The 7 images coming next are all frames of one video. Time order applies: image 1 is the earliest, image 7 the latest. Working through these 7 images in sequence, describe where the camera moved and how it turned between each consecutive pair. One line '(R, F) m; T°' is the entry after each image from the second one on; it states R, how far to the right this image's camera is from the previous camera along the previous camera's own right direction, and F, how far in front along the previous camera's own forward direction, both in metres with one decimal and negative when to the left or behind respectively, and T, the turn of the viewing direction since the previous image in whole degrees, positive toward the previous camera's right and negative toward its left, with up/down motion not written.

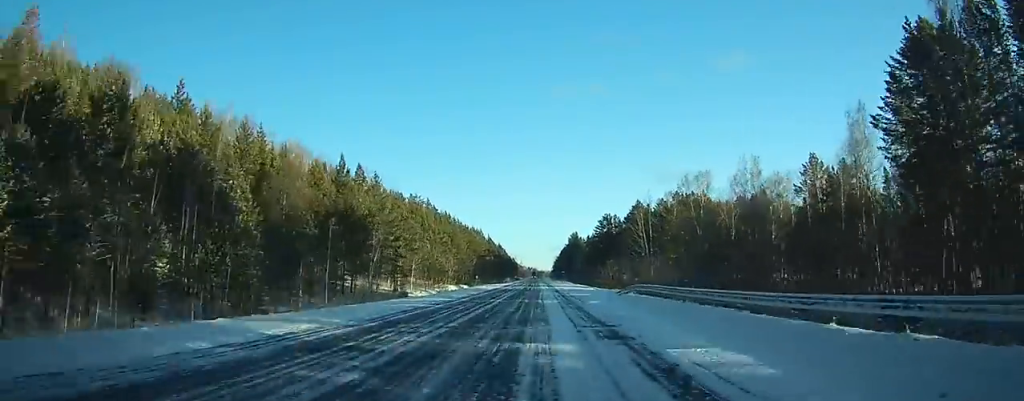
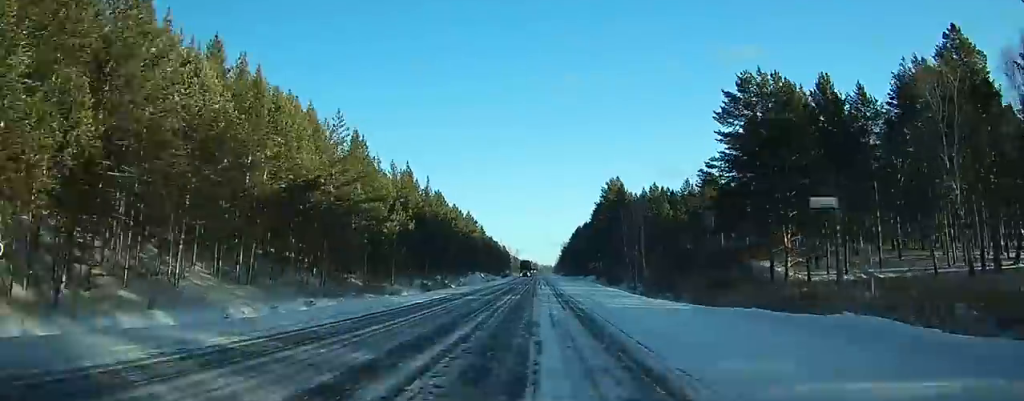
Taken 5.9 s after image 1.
(-1.1, +121.6) m; -1°
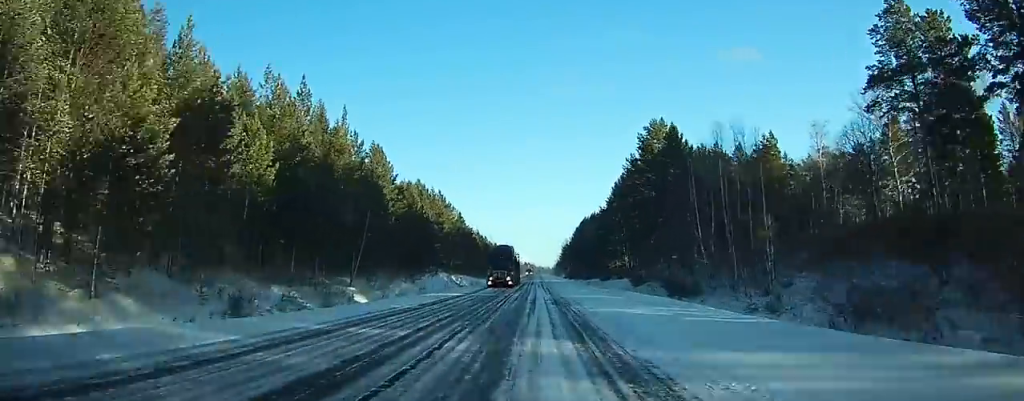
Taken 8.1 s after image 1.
(+0.1, +43.1) m; 0°
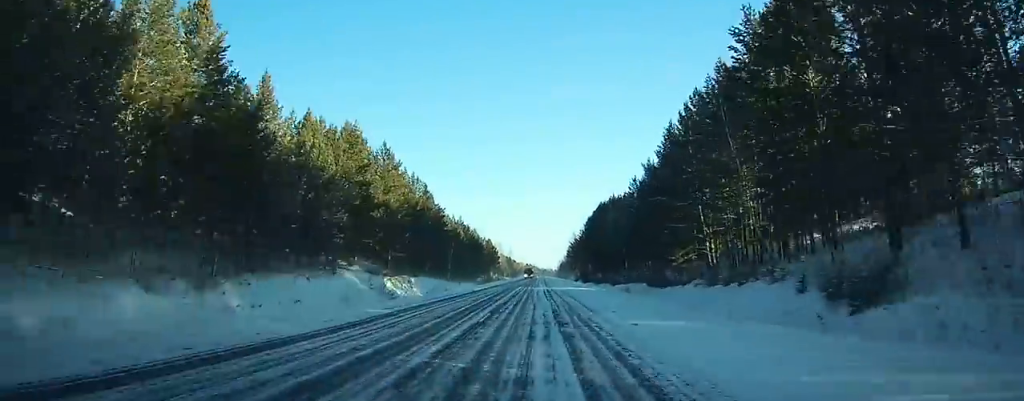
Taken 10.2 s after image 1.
(-0.1, +42.9) m; 0°
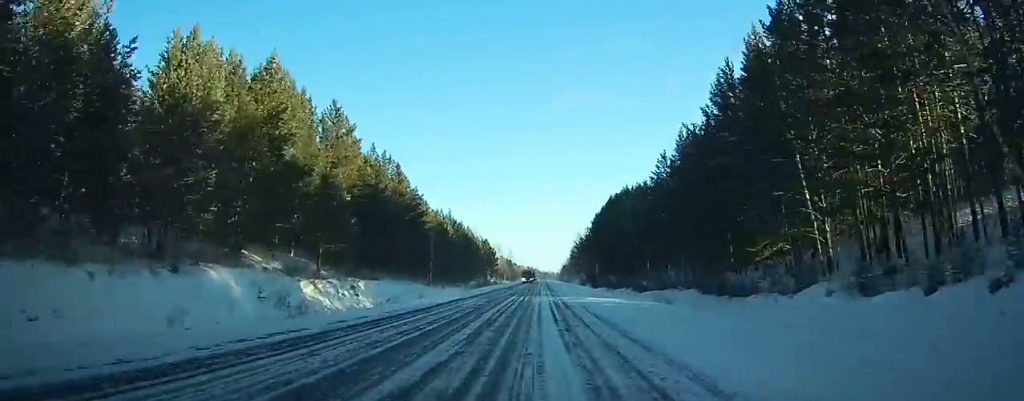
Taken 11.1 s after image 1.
(0.0, +18.8) m; 0°
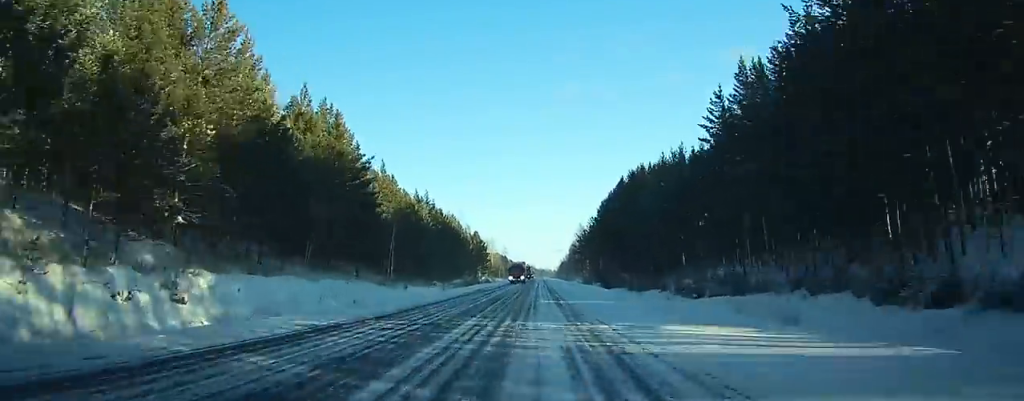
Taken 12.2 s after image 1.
(0.0, +21.5) m; 0°
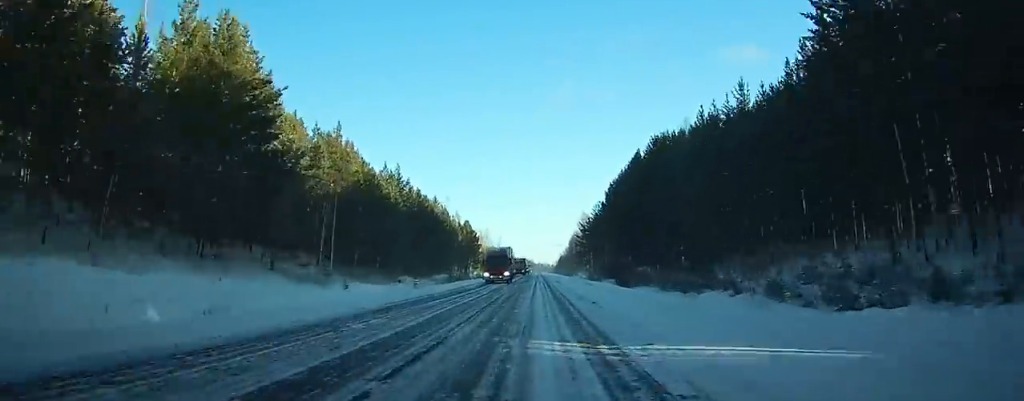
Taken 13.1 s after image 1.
(0.0, +18.8) m; 0°
